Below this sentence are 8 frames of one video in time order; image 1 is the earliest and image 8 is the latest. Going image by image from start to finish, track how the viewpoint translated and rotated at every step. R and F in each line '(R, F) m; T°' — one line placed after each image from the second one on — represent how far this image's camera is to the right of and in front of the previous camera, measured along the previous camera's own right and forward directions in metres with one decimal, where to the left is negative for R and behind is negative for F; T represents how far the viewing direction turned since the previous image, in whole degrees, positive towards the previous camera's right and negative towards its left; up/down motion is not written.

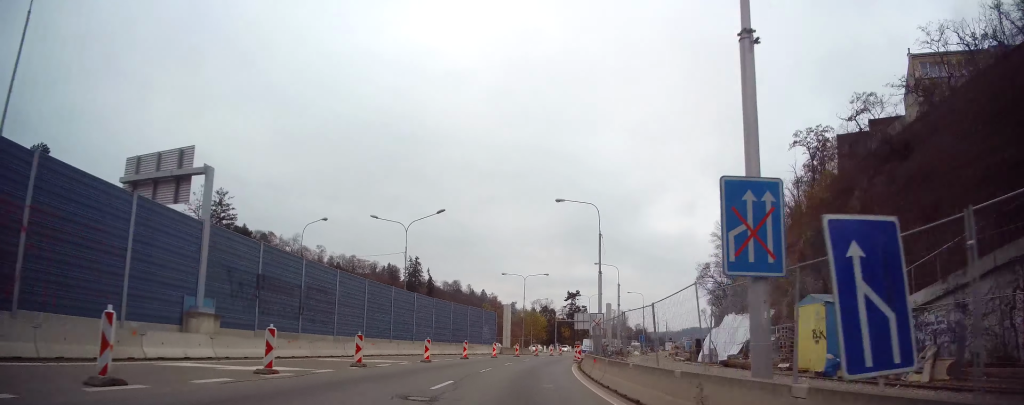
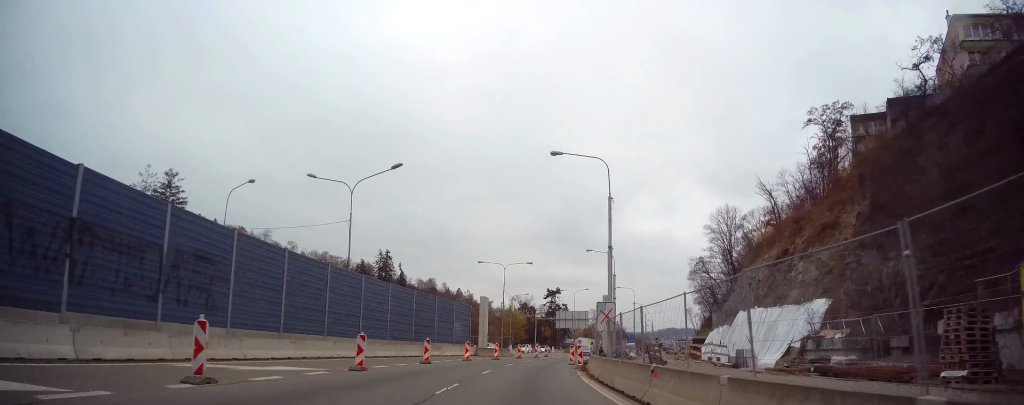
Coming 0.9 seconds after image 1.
(+0.3, +10.1) m; +2°
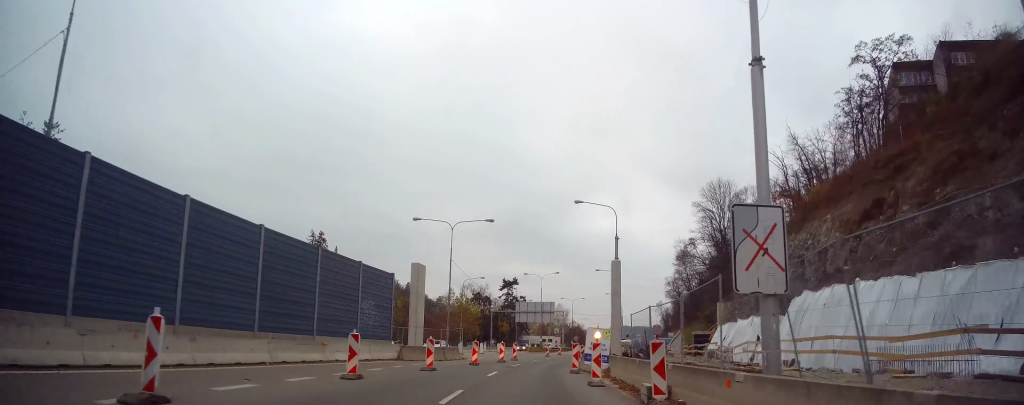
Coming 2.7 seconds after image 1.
(+0.6, +20.1) m; +6°
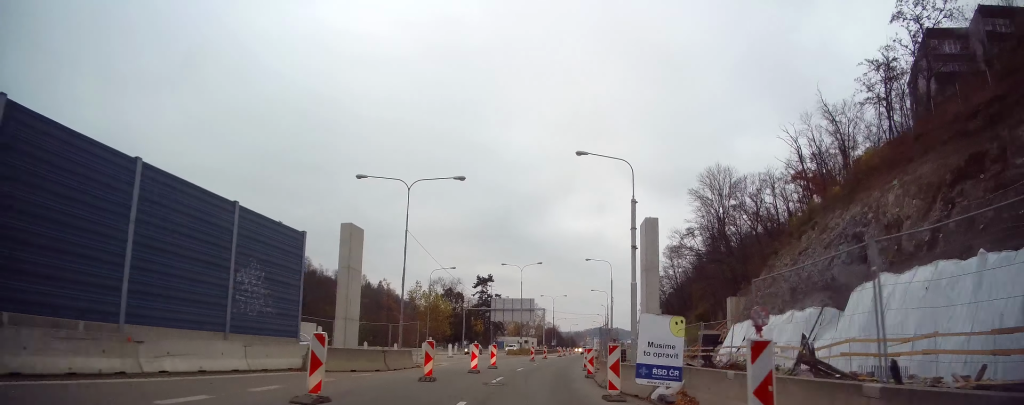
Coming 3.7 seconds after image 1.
(+0.3, +10.8) m; +2°
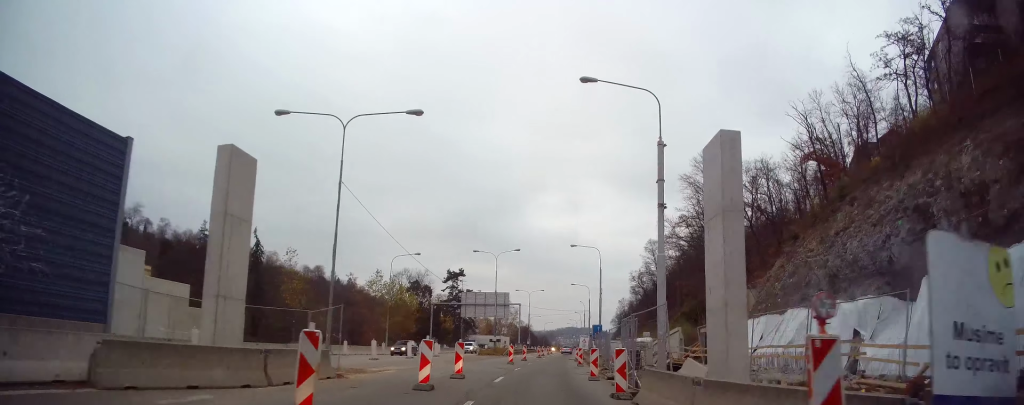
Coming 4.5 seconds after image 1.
(0.0, +9.2) m; +3°
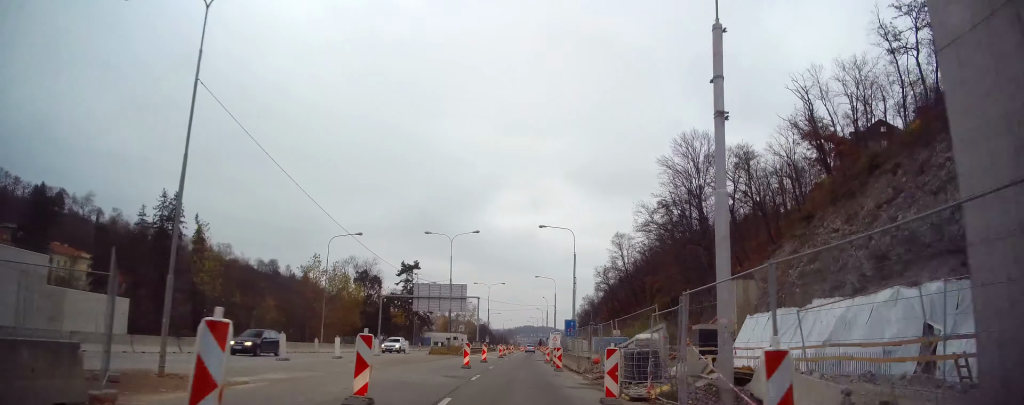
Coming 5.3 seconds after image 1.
(+0.3, +8.3) m; +4°
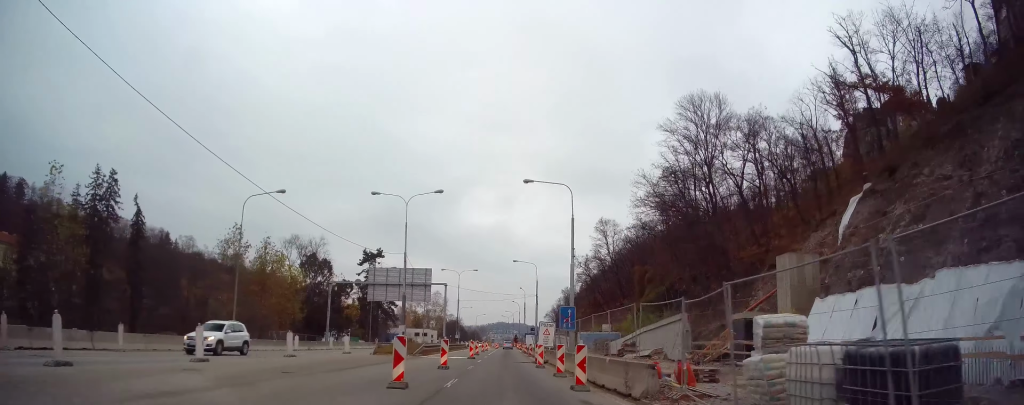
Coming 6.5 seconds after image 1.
(+0.7, +12.9) m; +3°
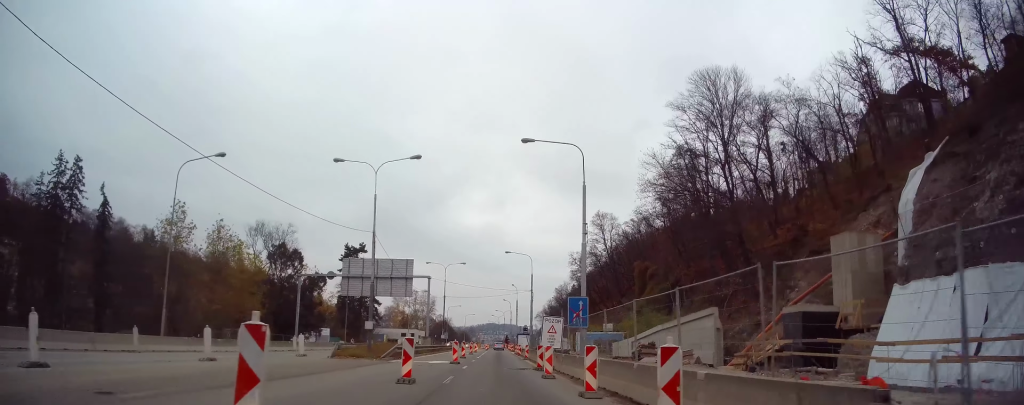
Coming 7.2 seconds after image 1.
(0.0, +7.9) m; 0°
